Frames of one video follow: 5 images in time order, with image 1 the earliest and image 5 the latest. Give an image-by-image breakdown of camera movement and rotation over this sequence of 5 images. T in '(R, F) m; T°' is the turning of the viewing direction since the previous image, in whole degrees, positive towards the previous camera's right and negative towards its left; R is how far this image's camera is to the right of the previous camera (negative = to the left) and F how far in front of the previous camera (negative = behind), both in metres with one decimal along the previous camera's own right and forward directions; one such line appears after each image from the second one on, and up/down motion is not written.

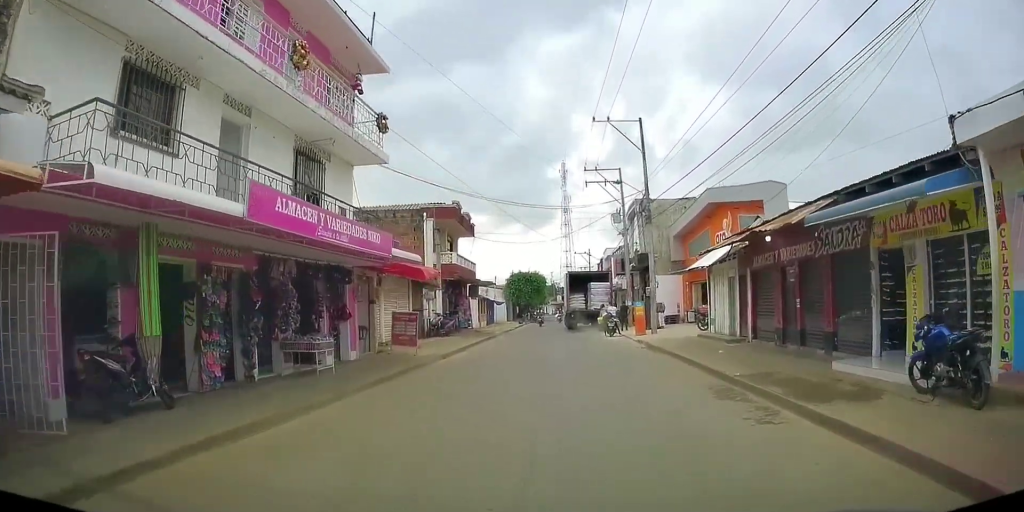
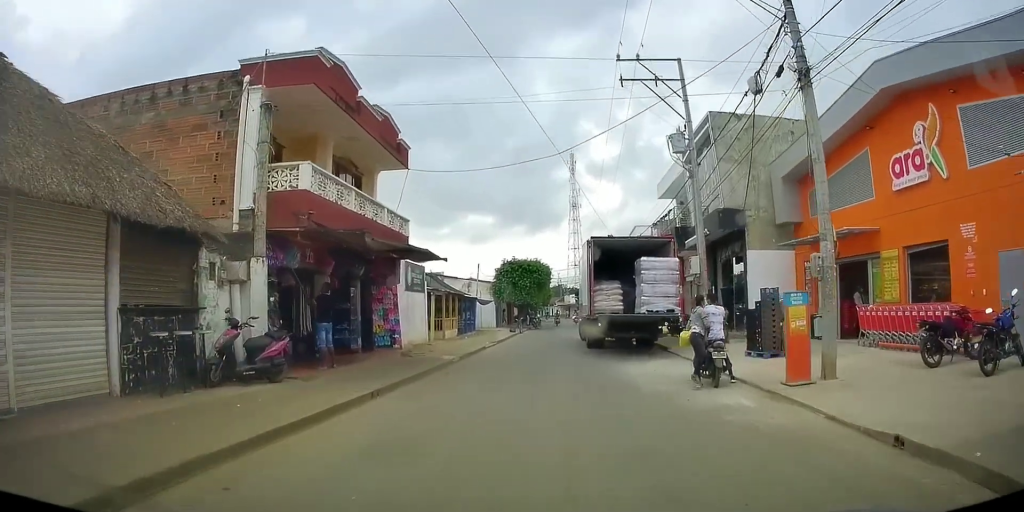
(-0.1, +17.7) m; -3°
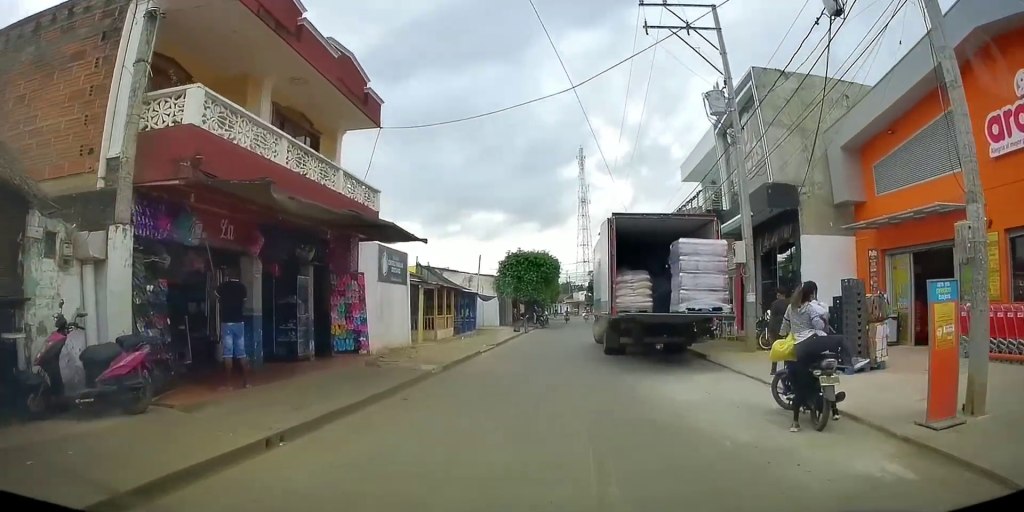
(-0.1, +4.3) m; -1°
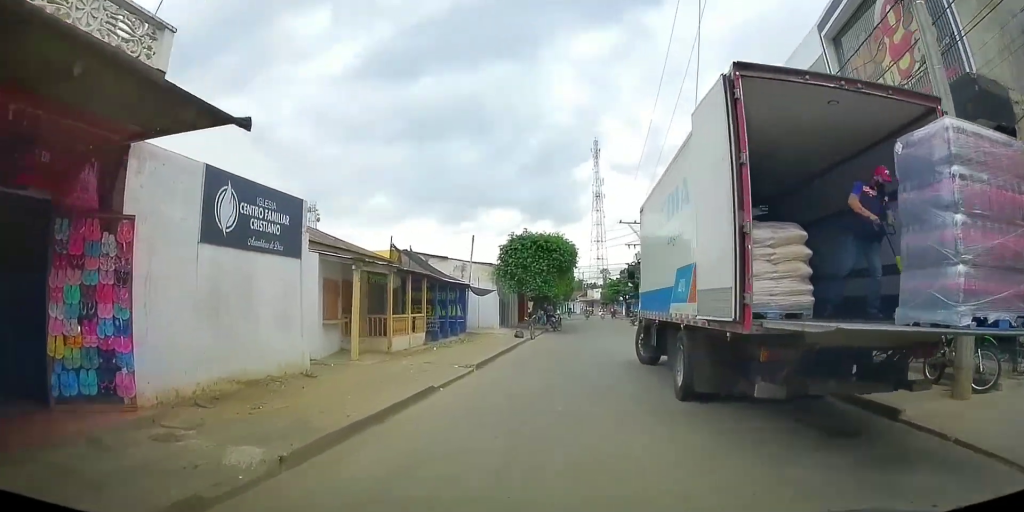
(+0.3, +9.6) m; +3°
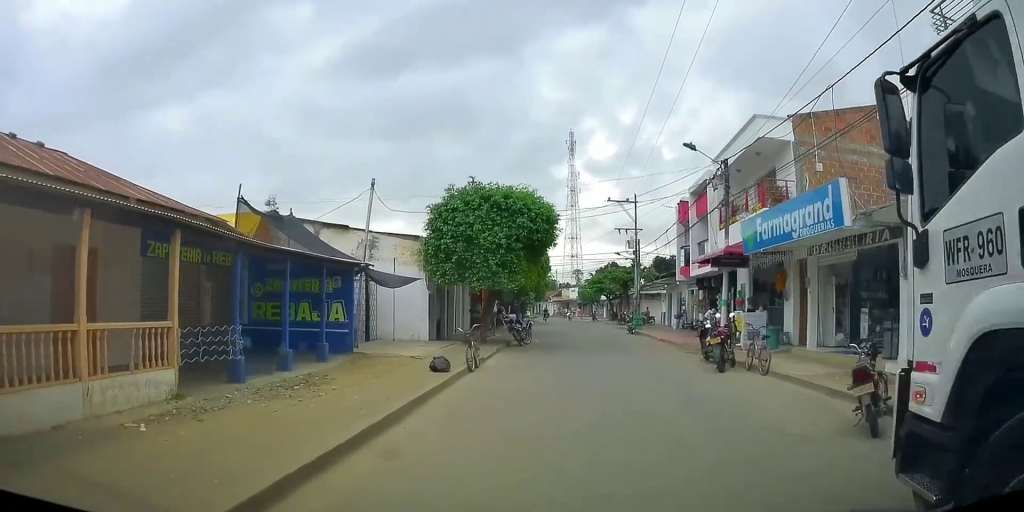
(-0.5, +13.8) m; -1°
